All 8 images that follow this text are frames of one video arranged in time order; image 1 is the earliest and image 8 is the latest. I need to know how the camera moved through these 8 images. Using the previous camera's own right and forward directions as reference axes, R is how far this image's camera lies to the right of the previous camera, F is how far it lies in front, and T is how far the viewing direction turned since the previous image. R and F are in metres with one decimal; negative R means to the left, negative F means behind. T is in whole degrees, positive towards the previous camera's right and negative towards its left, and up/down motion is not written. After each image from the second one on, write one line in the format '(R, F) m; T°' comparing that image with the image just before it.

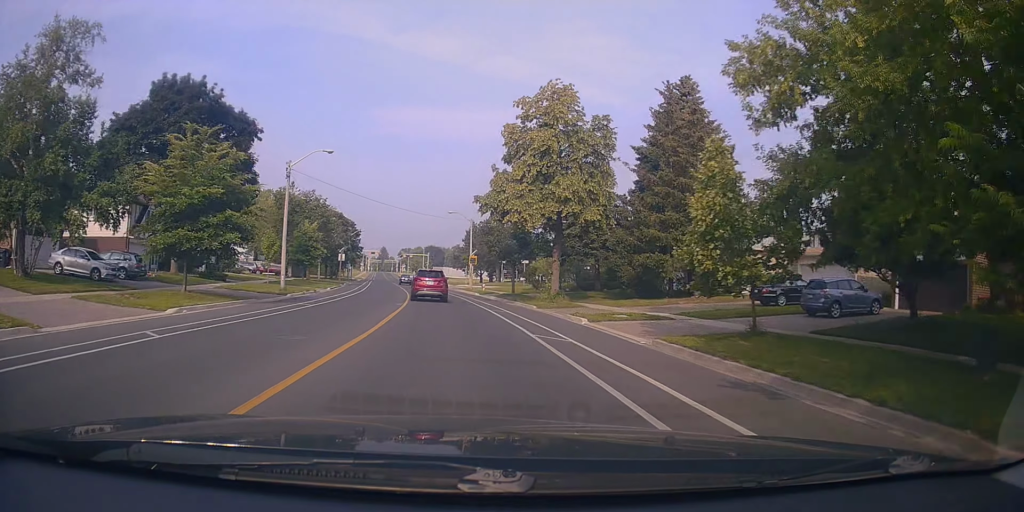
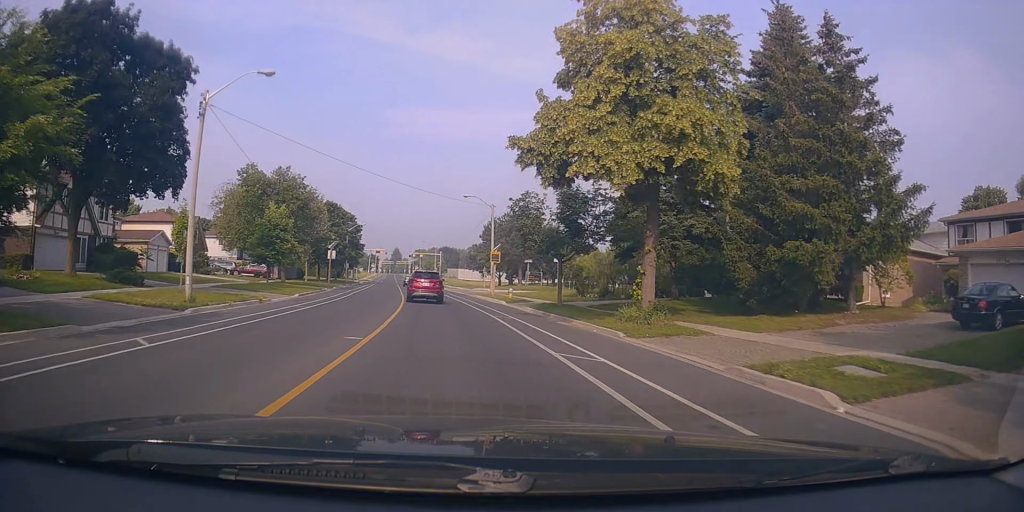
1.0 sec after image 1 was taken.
(+0.3, +13.8) m; -2°
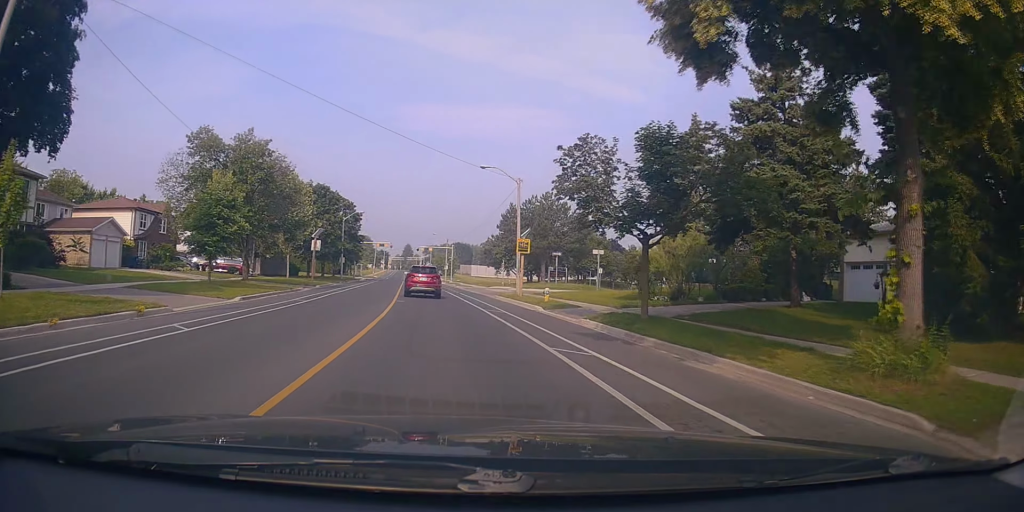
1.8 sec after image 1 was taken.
(-0.8, +11.9) m; -2°
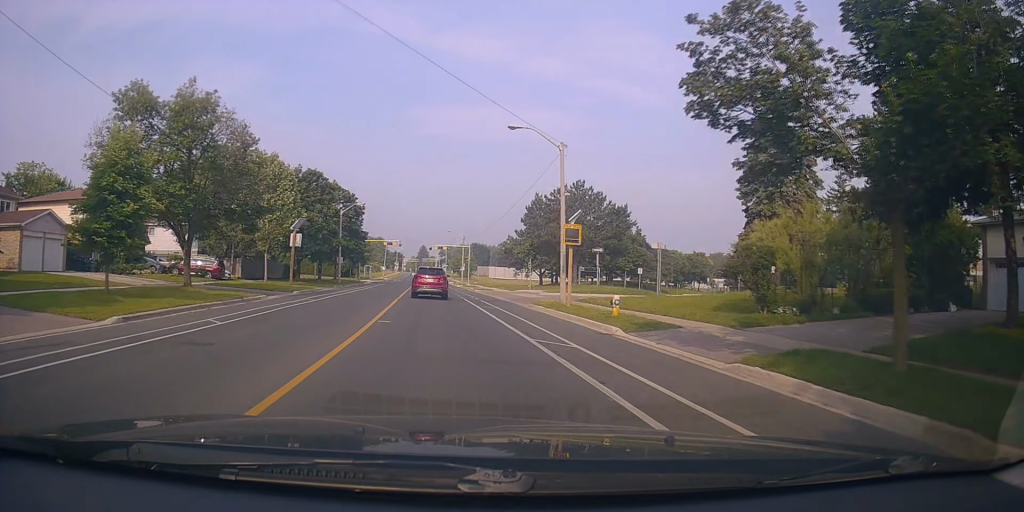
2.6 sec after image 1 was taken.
(+0.2, +11.1) m; -1°
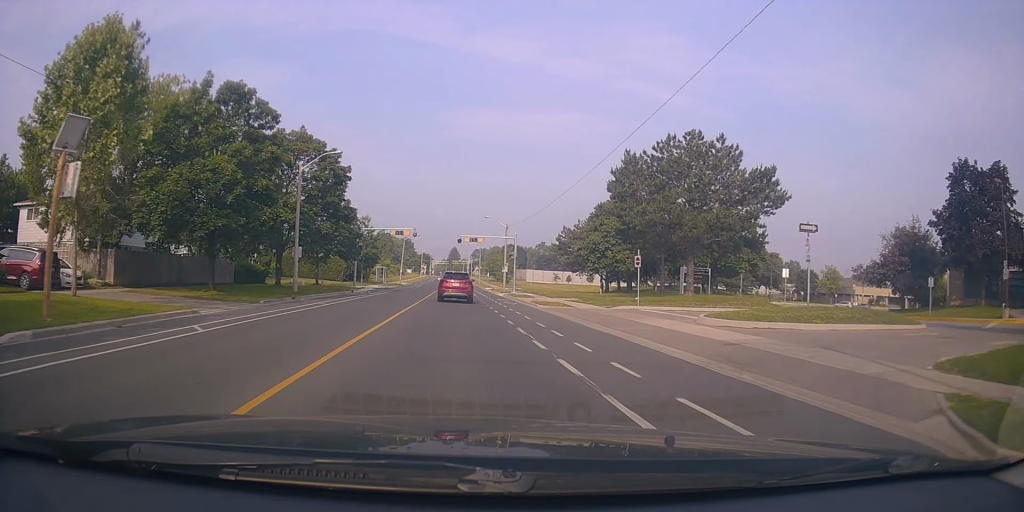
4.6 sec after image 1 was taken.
(-0.9, +27.5) m; -3°
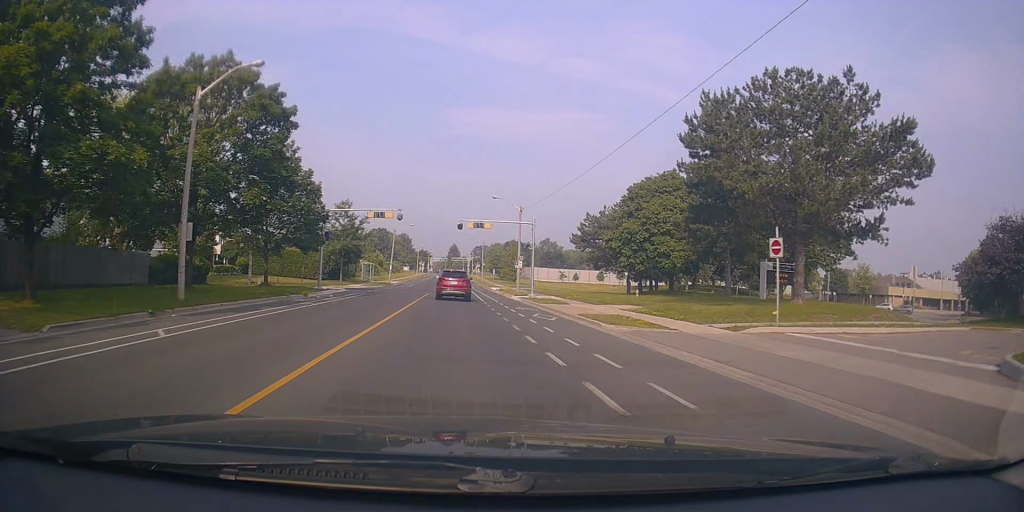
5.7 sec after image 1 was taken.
(0.0, +13.9) m; -1°
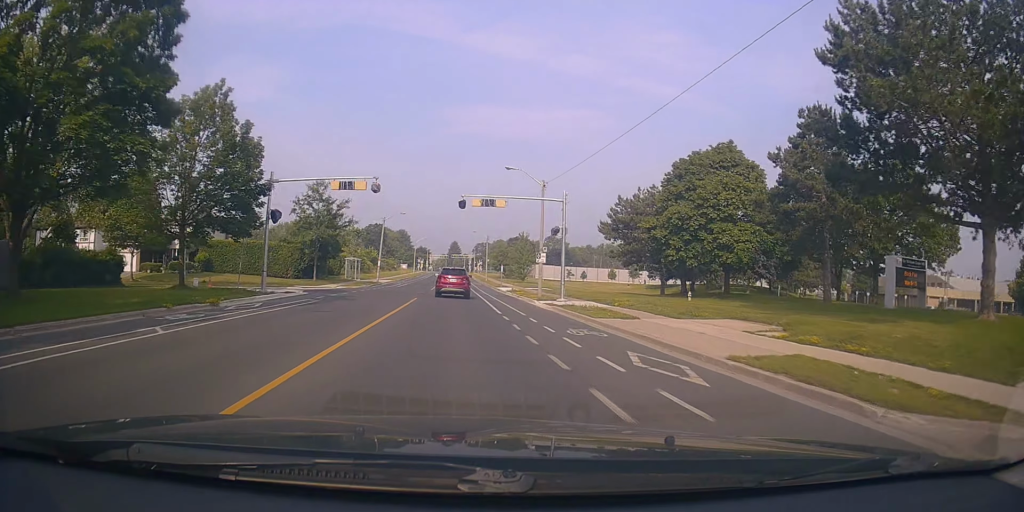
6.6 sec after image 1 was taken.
(-0.2, +13.1) m; -1°
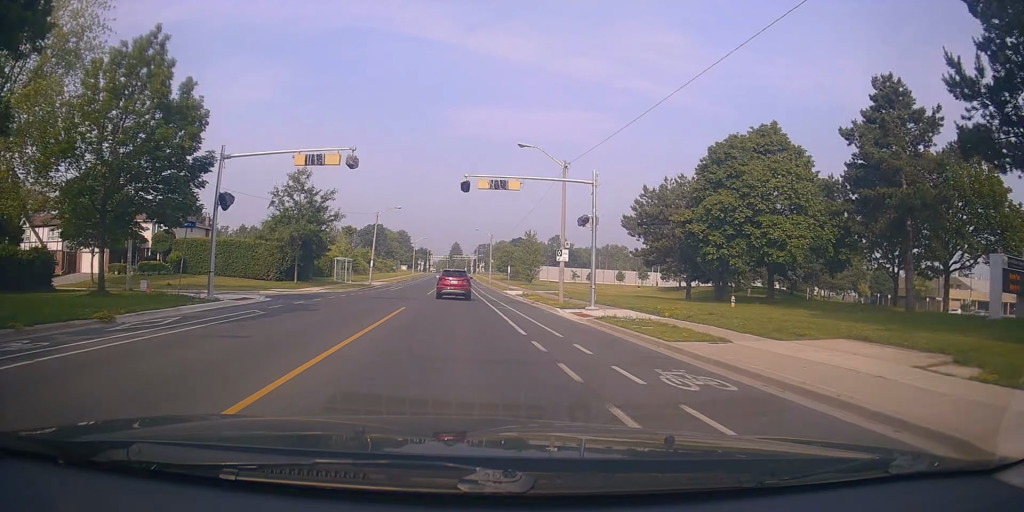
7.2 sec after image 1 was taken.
(0.0, +6.9) m; -1°
